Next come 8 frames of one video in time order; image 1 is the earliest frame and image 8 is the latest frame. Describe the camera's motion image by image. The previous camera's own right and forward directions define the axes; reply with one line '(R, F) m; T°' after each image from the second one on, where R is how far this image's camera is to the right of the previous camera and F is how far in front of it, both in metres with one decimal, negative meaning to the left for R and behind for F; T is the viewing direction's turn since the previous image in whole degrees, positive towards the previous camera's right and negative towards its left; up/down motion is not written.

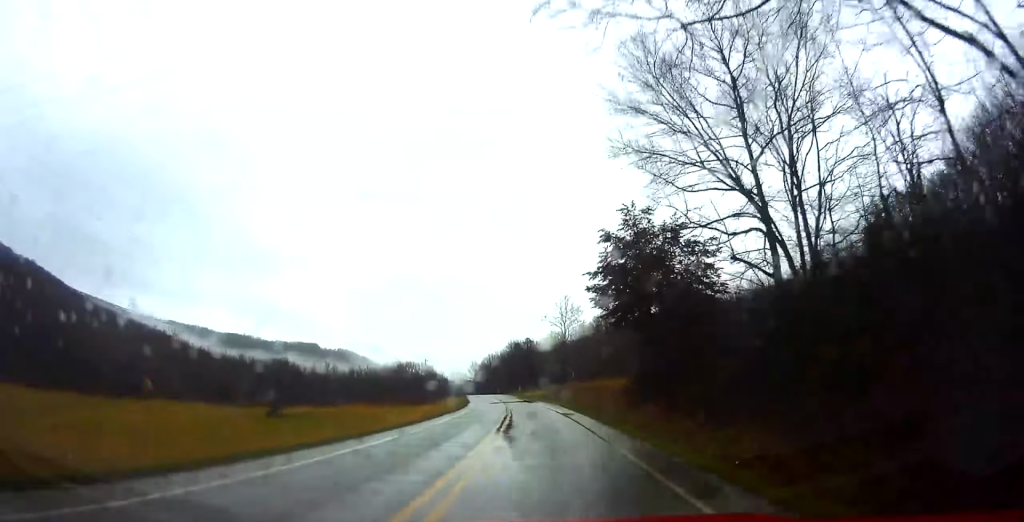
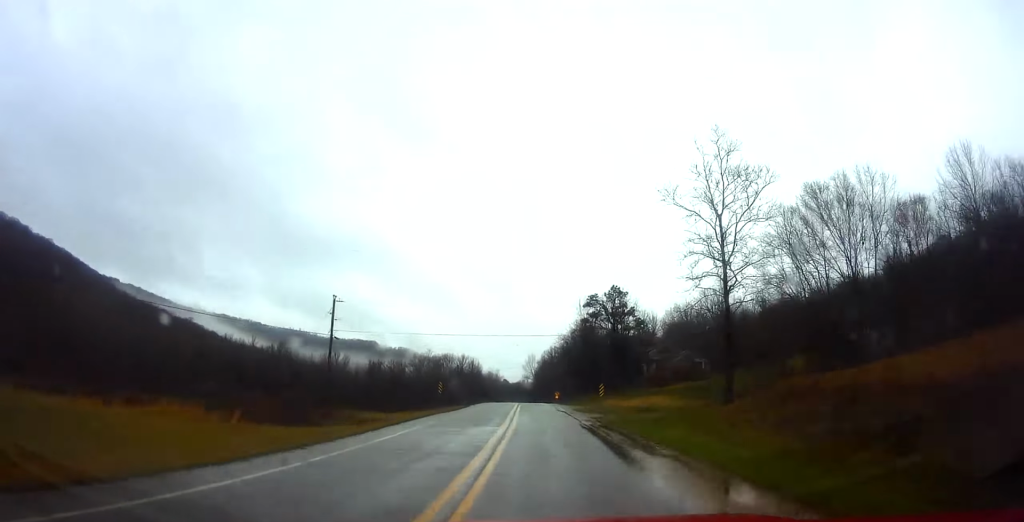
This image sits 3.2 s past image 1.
(-3.0, +78.5) m; -5°
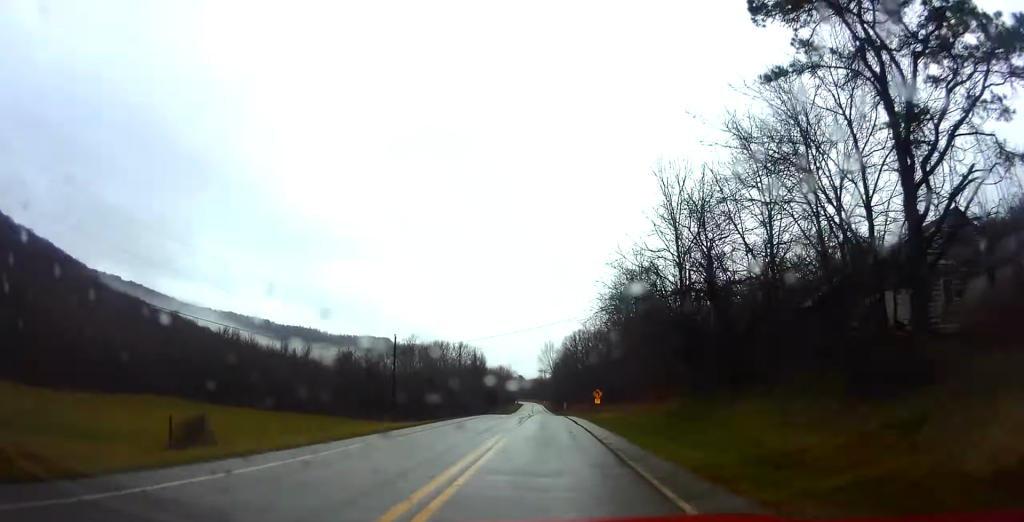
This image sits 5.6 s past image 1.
(-1.8, +58.1) m; -3°
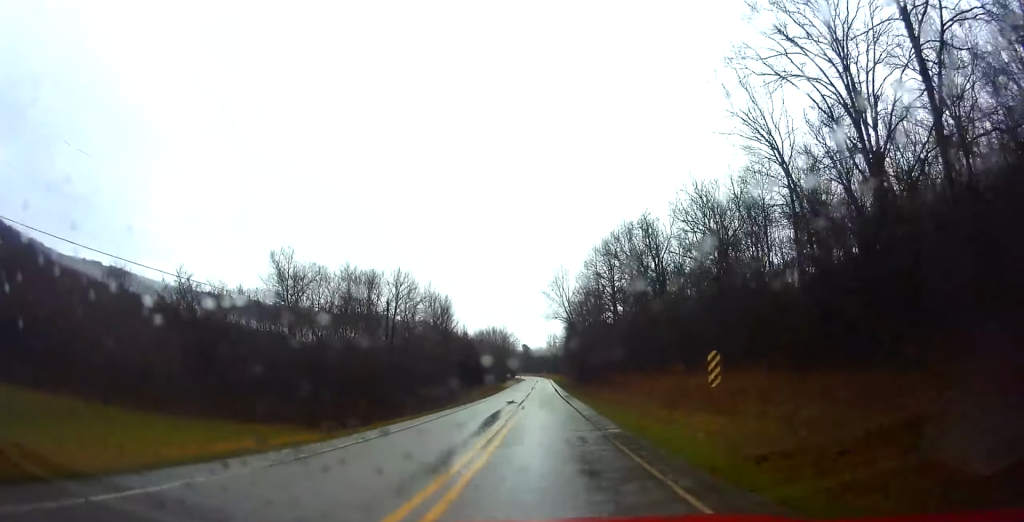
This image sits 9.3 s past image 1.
(-2.0, +87.7) m; -2°
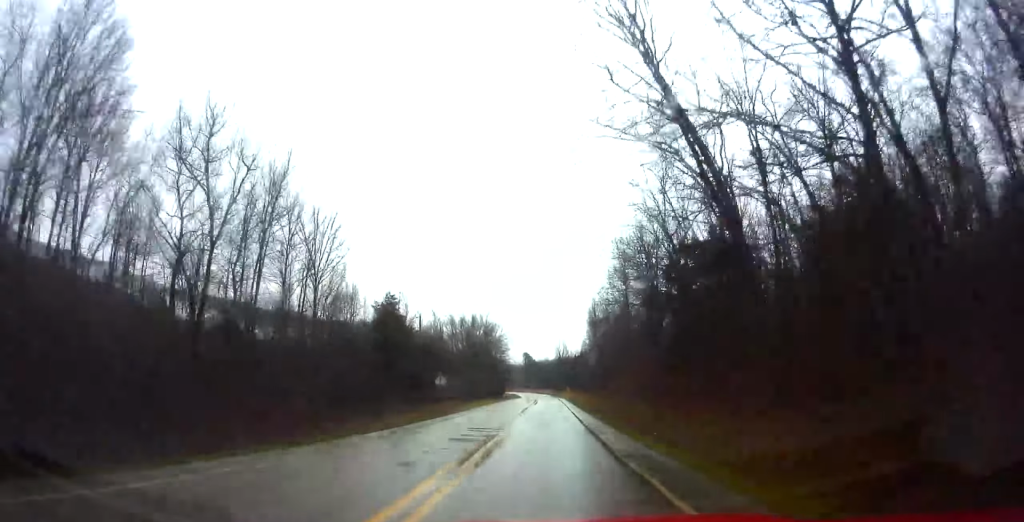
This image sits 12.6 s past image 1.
(-0.6, +76.2) m; 0°
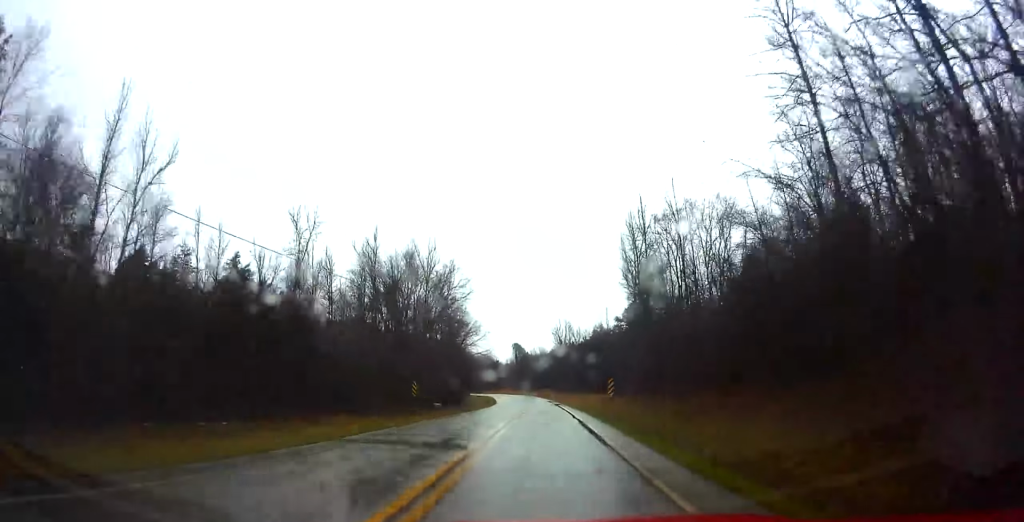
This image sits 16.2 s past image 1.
(+0.4, +84.9) m; 0°
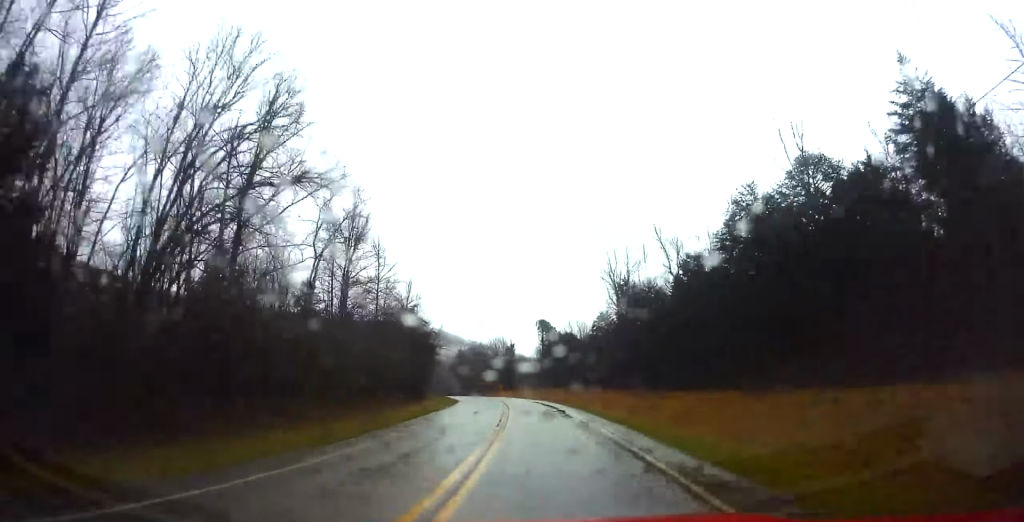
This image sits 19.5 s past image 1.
(-1.2, +81.1) m; -4°
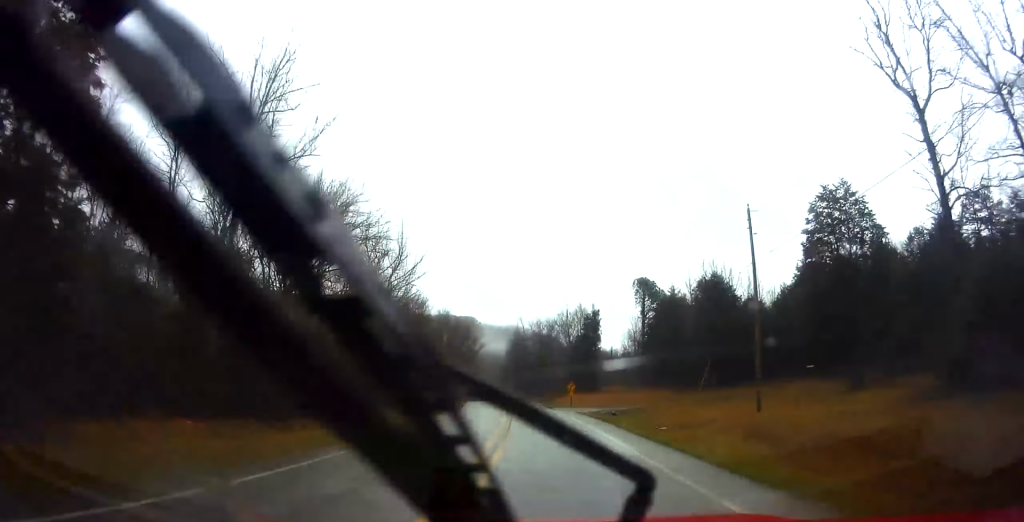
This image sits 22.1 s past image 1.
(-3.7, +64.8) m; -6°
